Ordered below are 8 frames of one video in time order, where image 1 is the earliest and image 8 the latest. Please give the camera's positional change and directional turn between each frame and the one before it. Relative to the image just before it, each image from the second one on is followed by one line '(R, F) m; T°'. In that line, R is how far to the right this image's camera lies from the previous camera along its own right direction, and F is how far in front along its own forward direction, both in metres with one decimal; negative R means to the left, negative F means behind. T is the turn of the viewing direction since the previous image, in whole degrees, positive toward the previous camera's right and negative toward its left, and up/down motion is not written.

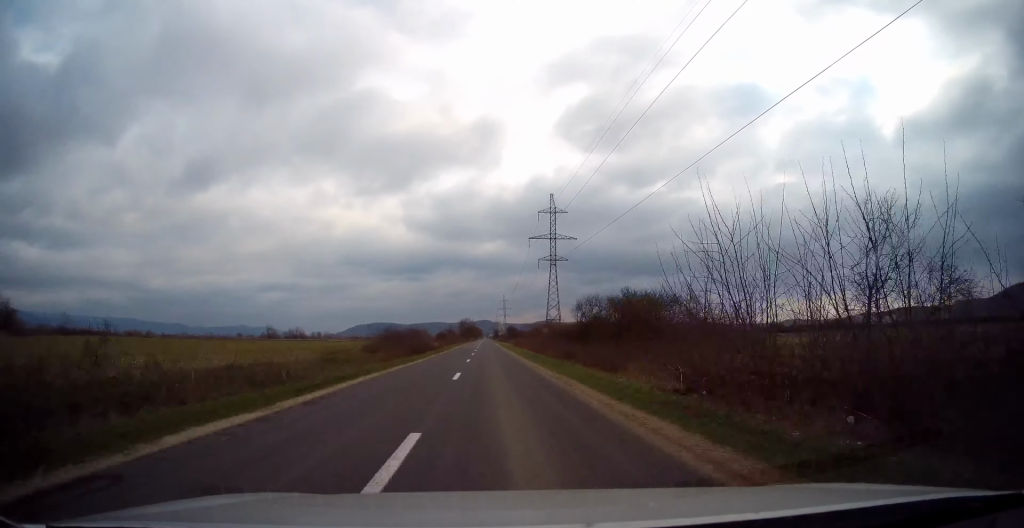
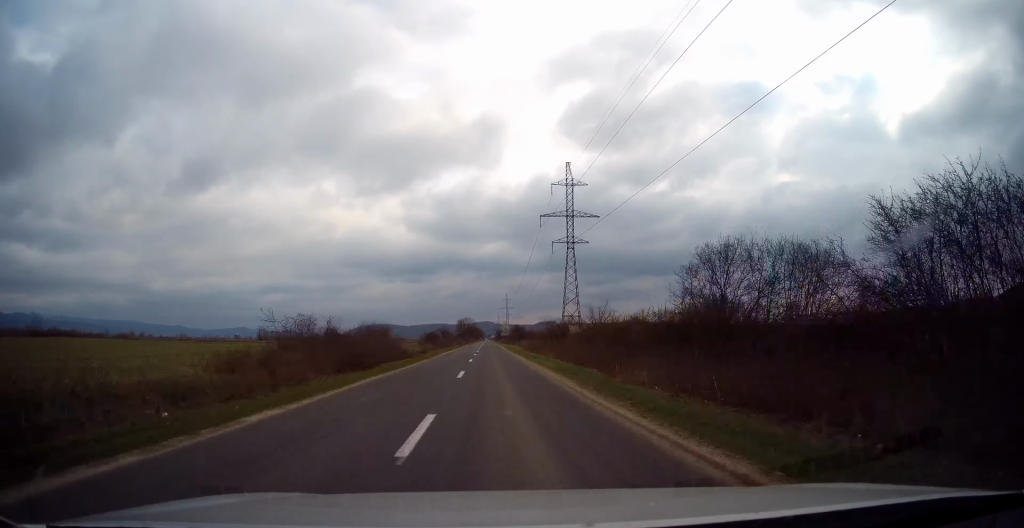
(+0.1, +21.9) m; 0°
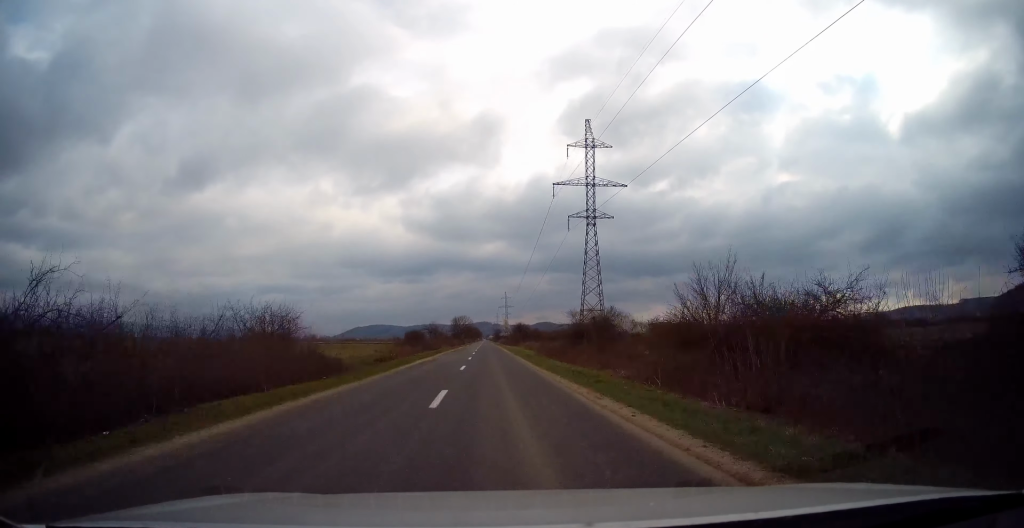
(+0.1, +19.5) m; 0°
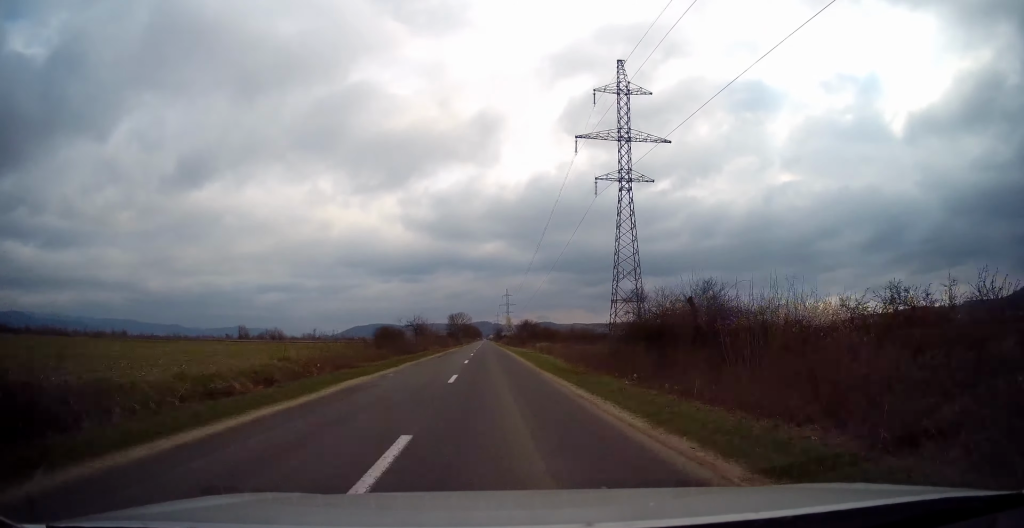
(+0.1, +17.9) m; -1°
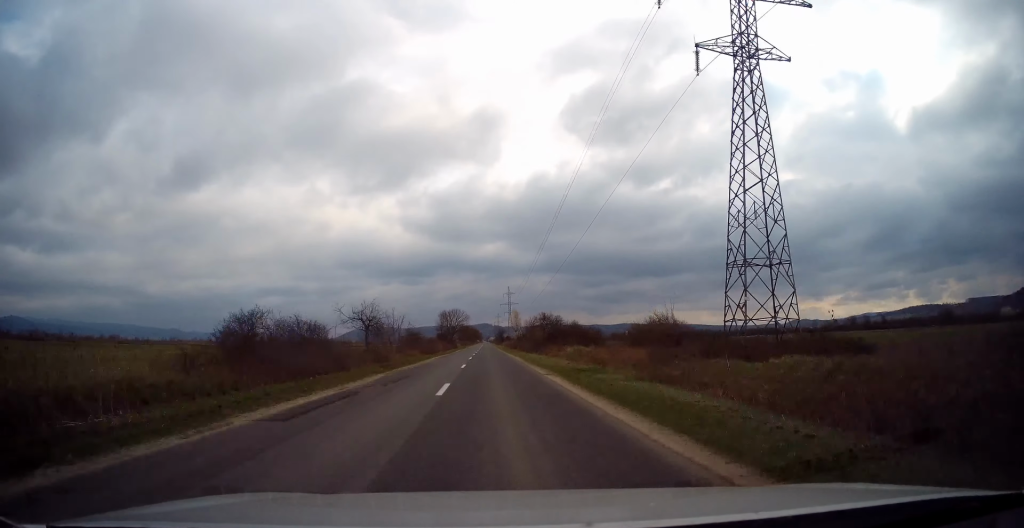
(-0.5, +27.7) m; 0°
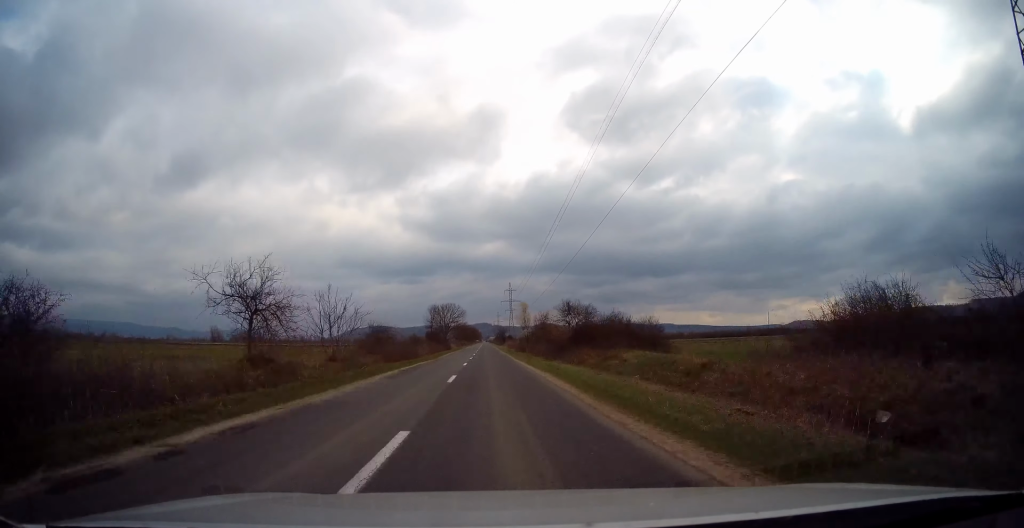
(+0.3, +20.0) m; 0°
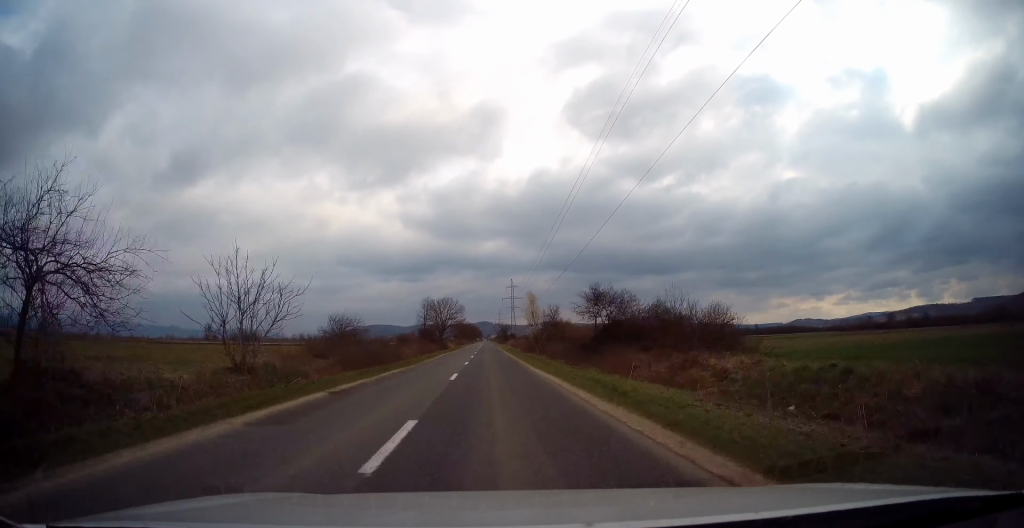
(0.0, +11.1) m; 0°
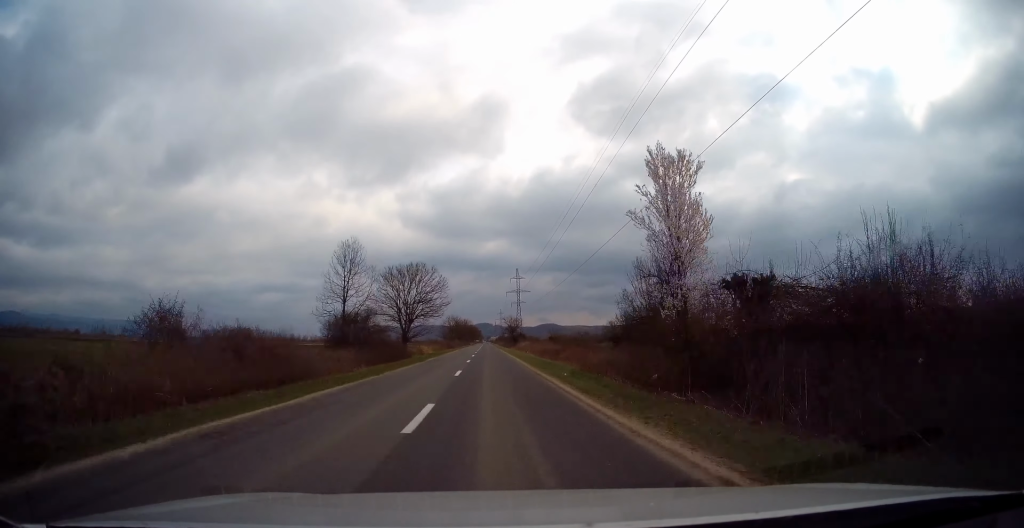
(+0.4, +45.2) m; +1°
